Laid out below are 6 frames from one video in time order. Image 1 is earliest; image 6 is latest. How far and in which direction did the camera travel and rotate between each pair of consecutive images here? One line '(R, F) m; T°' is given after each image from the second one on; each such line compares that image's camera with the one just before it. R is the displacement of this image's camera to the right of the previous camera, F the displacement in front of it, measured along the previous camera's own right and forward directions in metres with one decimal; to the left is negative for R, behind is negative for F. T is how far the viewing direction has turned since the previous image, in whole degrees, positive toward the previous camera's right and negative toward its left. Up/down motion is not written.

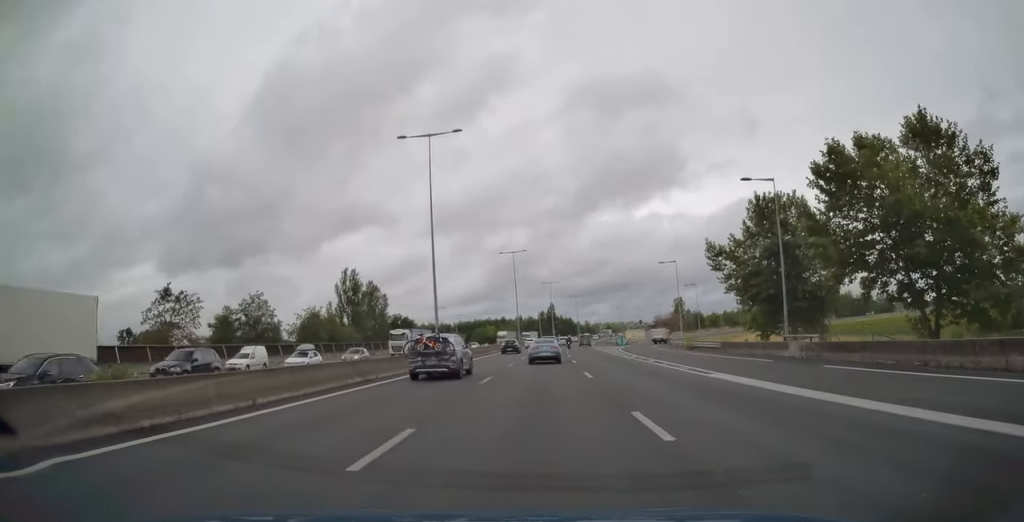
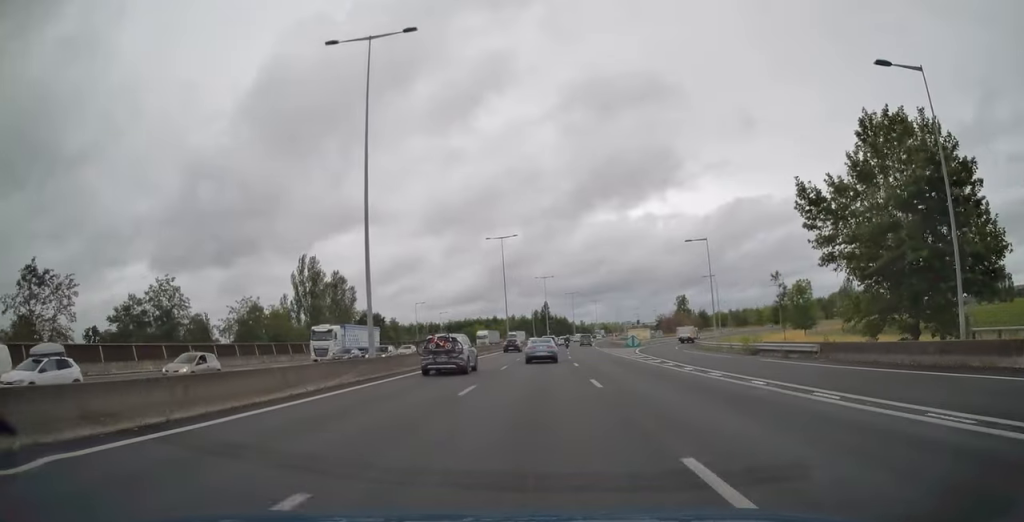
(0.0, +17.3) m; +1°
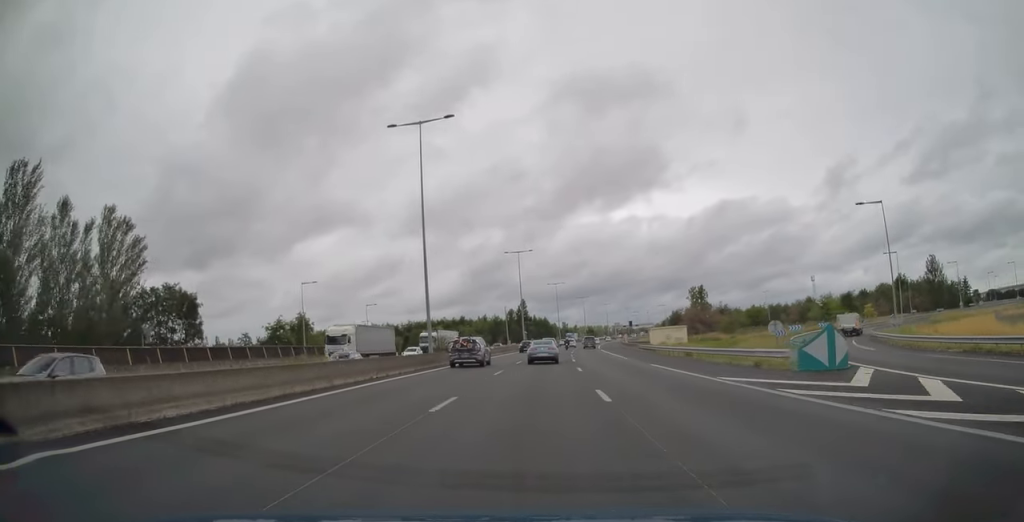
(+1.0, +55.5) m; +2°
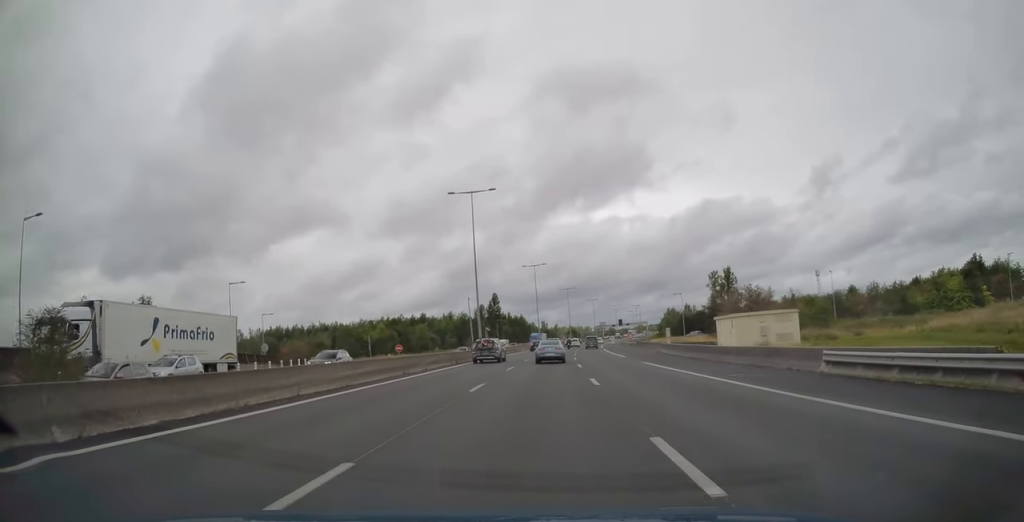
(+0.7, +46.8) m; +2°
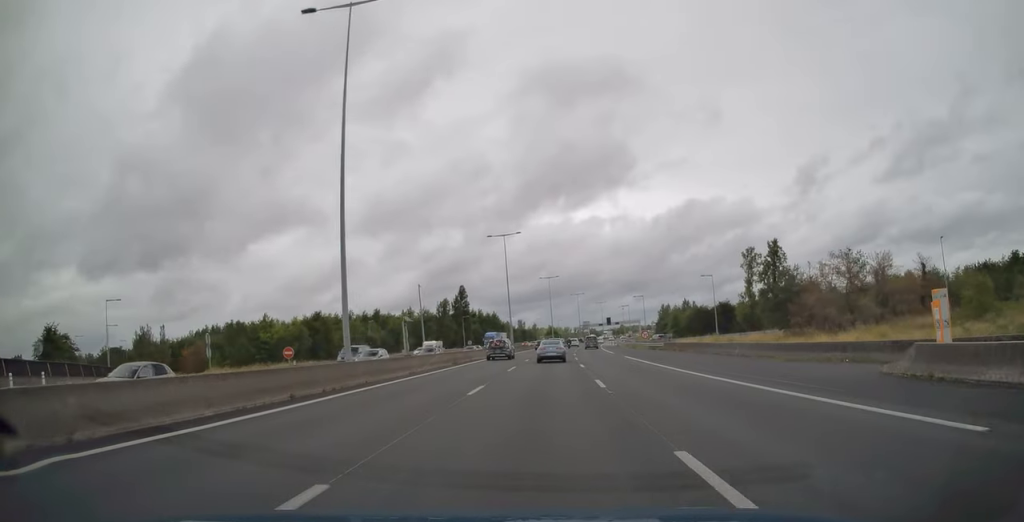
(+0.5, +39.7) m; +2°
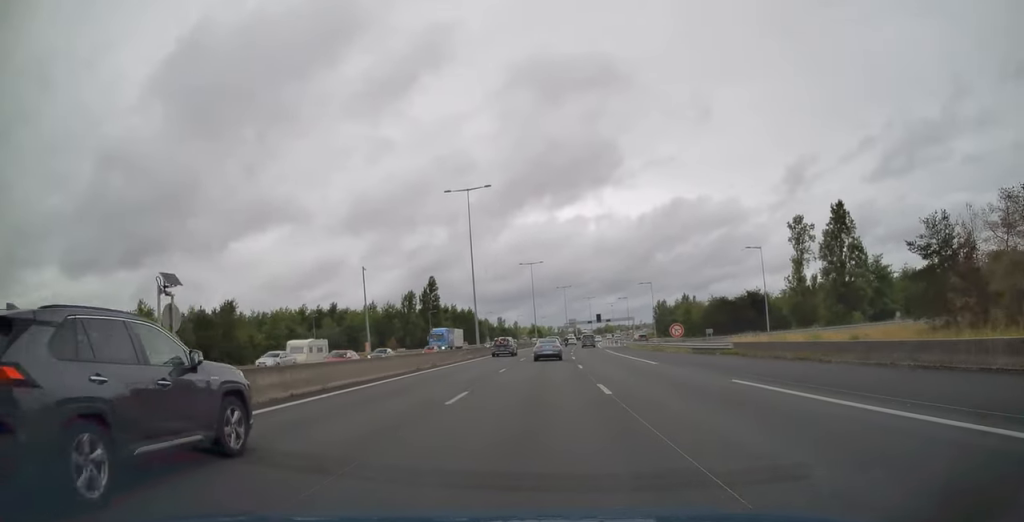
(+0.5, +28.3) m; +1°
